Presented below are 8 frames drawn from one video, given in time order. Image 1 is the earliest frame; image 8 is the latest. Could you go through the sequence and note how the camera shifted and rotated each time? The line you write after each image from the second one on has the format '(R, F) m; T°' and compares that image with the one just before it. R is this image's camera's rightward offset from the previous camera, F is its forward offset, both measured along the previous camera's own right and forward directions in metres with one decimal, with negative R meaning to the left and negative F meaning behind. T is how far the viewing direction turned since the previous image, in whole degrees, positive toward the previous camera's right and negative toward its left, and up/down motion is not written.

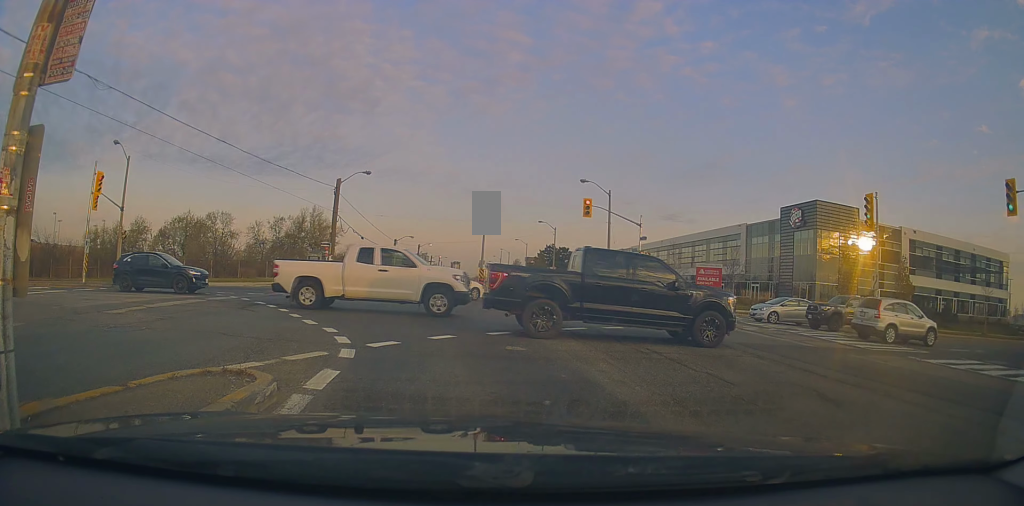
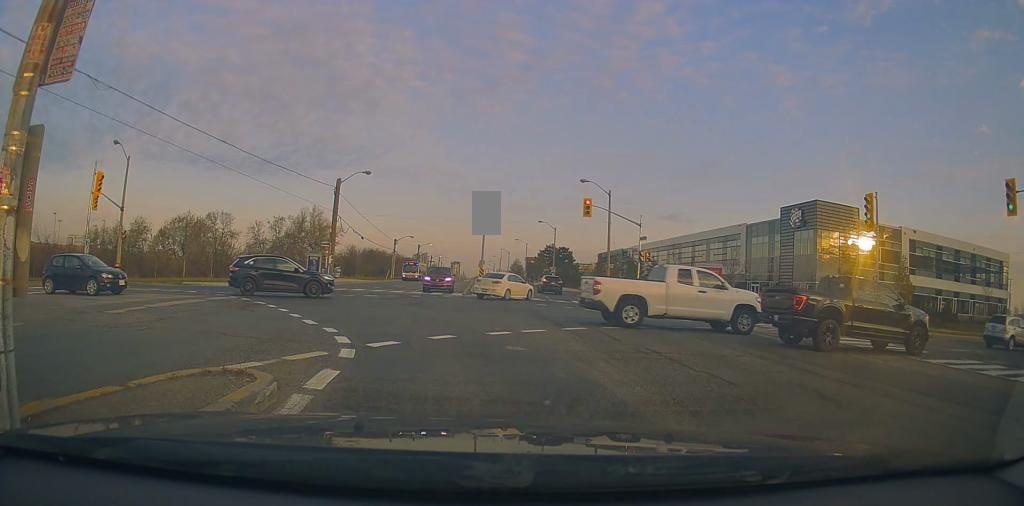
(0.0, 0.0) m; 0°
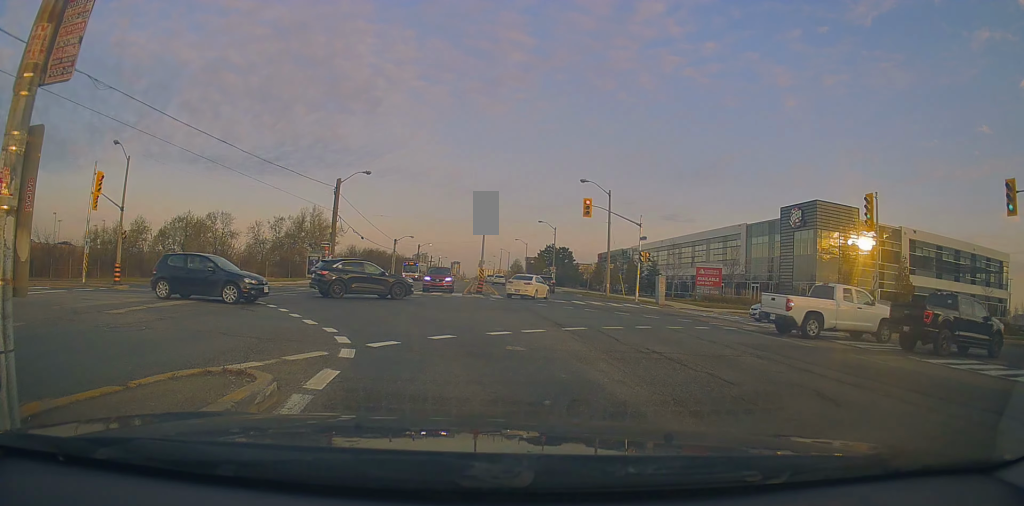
(0.0, 0.0) m; 0°
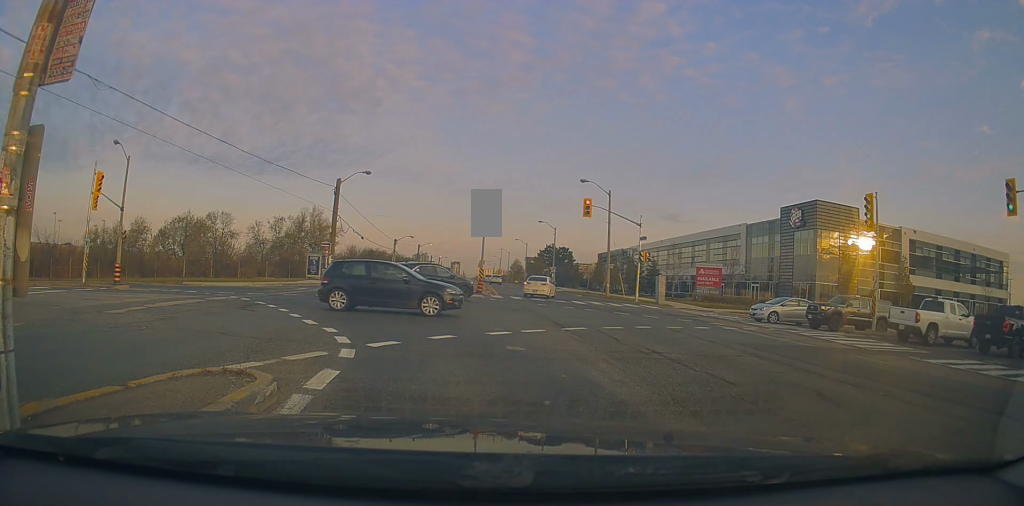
(0.0, 0.0) m; 0°
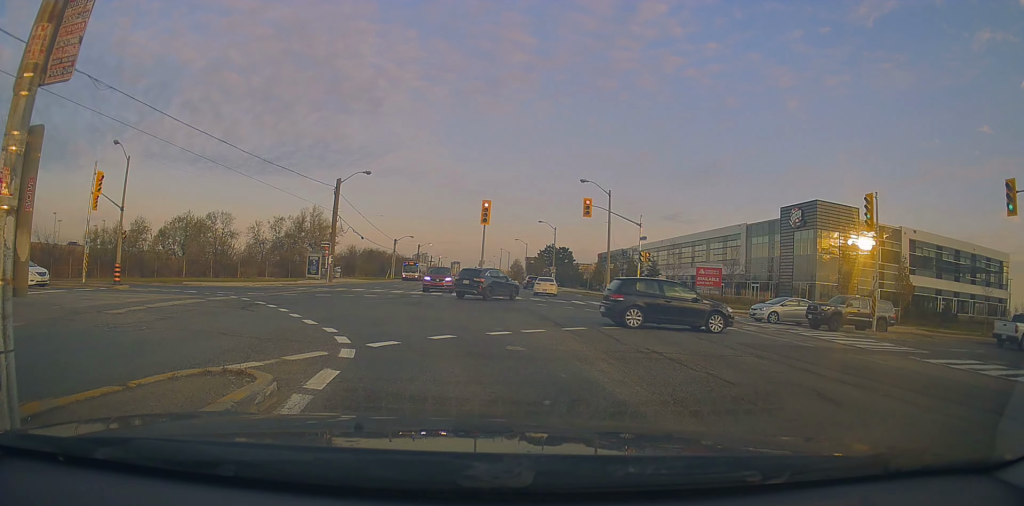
(0.0, 0.0) m; 0°
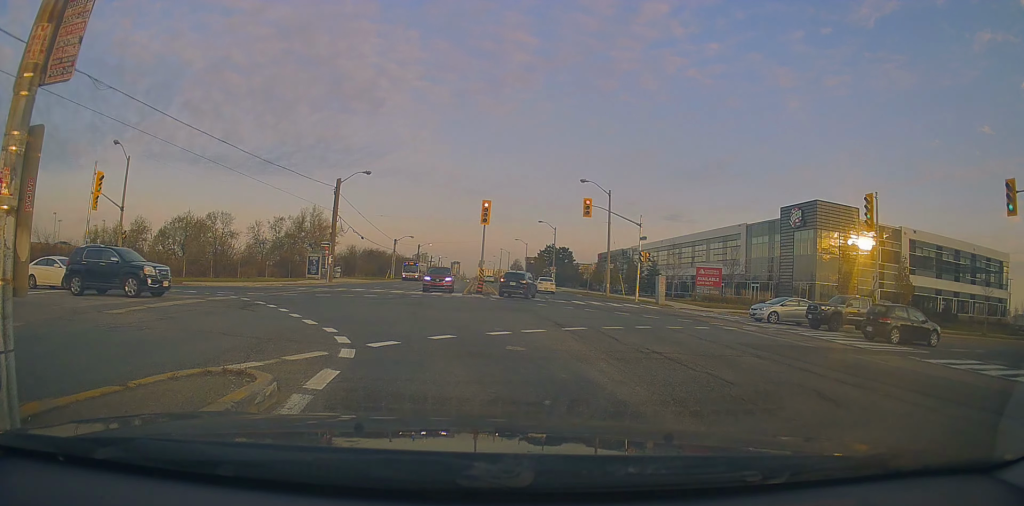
(0.0, 0.0) m; 0°
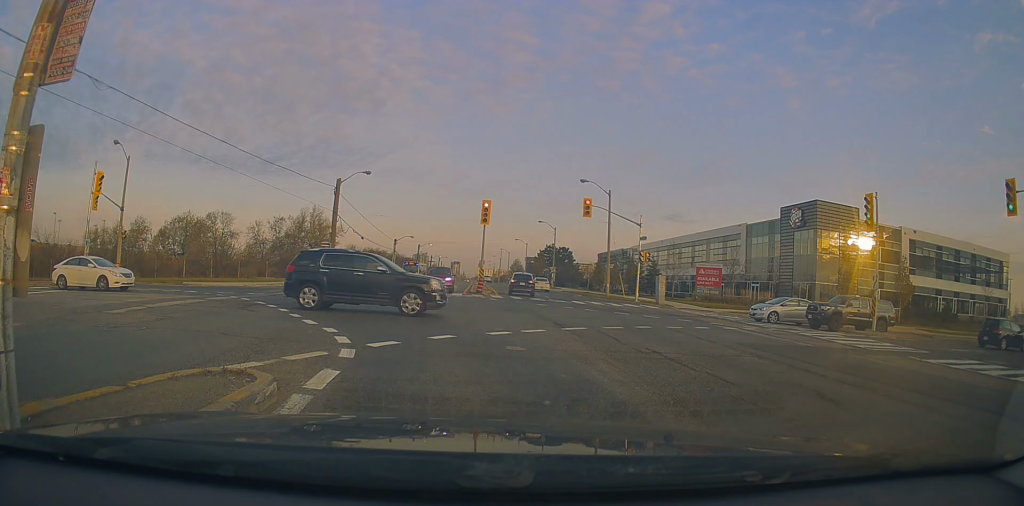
(0.0, 0.0) m; 0°
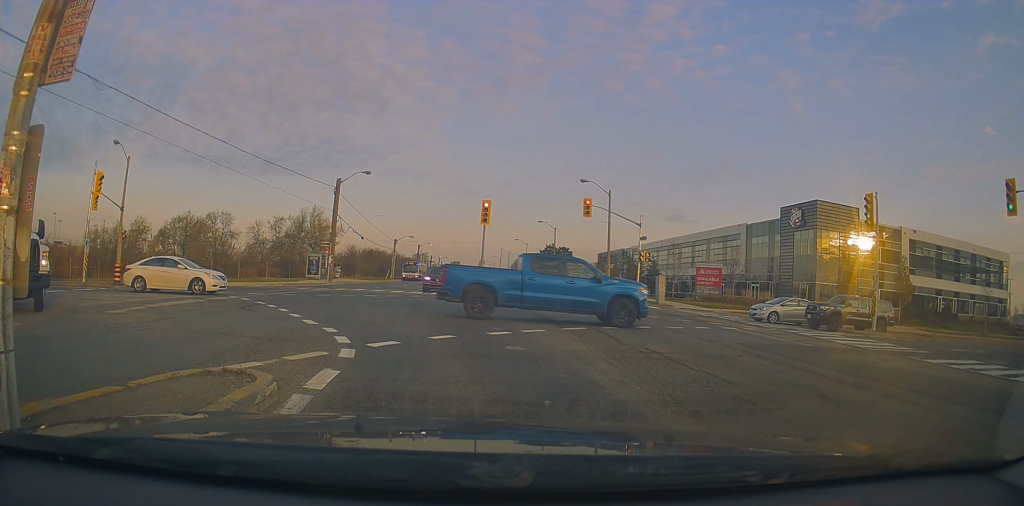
(0.0, 0.0) m; 0°
